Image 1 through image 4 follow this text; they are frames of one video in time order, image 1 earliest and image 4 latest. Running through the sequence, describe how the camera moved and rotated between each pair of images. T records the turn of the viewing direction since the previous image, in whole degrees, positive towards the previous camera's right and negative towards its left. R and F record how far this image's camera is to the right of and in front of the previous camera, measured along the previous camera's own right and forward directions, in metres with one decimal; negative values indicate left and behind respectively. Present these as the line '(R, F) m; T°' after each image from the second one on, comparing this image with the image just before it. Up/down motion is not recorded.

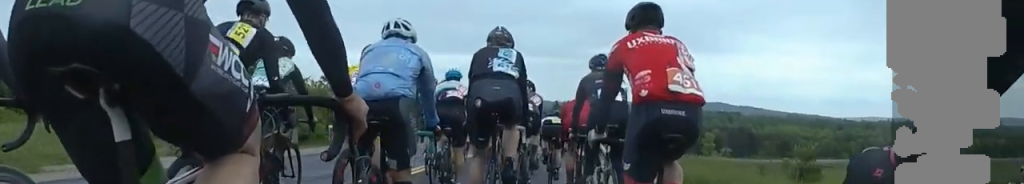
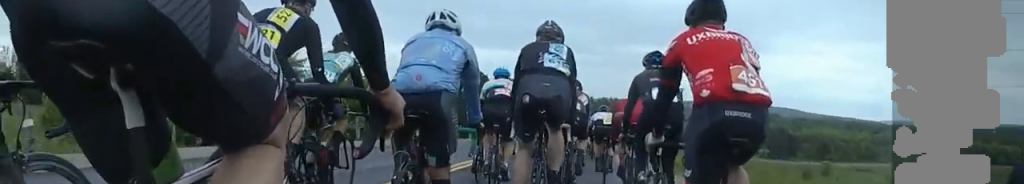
(+0.2, +9.7) m; +3°
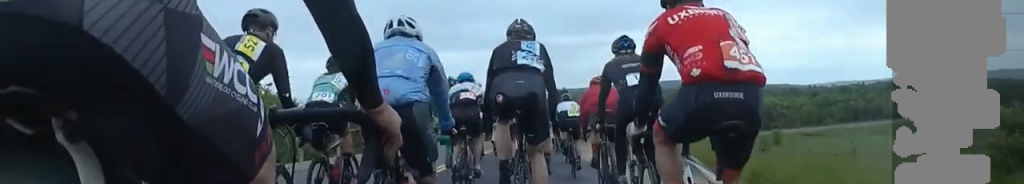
(+0.5, +15.6) m; +3°
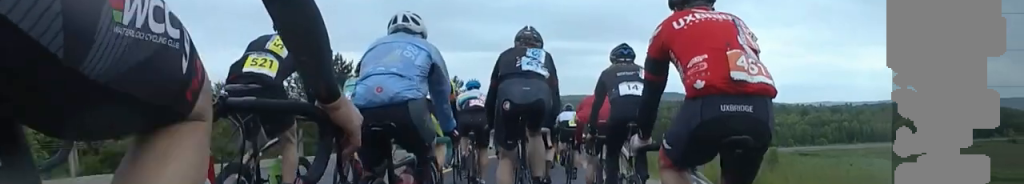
(0.0, +18.5) m; -1°
